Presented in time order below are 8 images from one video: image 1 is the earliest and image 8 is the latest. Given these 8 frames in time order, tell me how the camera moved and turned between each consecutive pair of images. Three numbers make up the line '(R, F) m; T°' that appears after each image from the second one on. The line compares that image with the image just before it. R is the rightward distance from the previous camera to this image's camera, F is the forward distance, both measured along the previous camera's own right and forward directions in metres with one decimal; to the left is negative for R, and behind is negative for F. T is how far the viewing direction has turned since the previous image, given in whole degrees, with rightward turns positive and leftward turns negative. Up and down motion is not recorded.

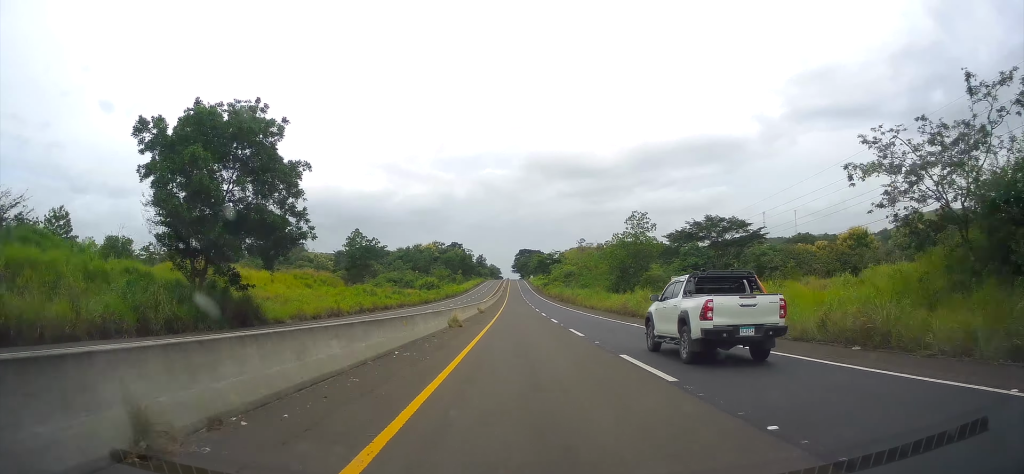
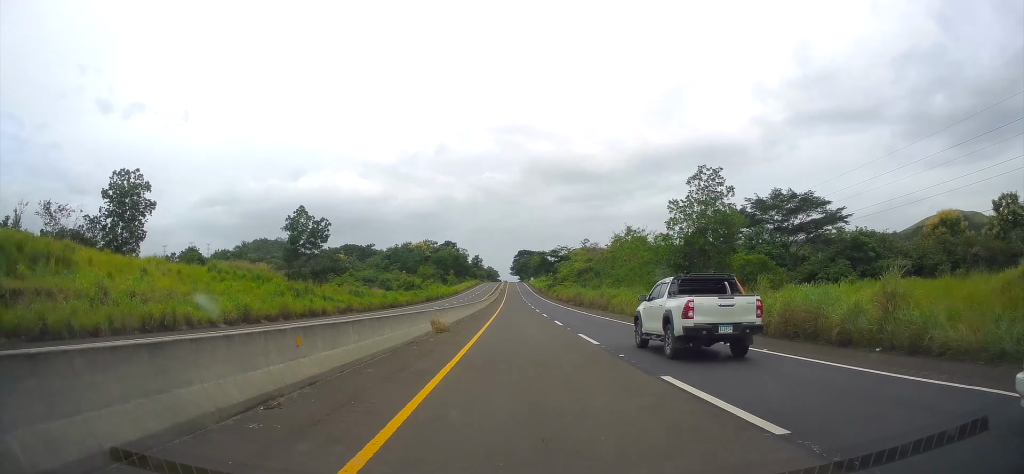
(+0.4, +28.5) m; 0°
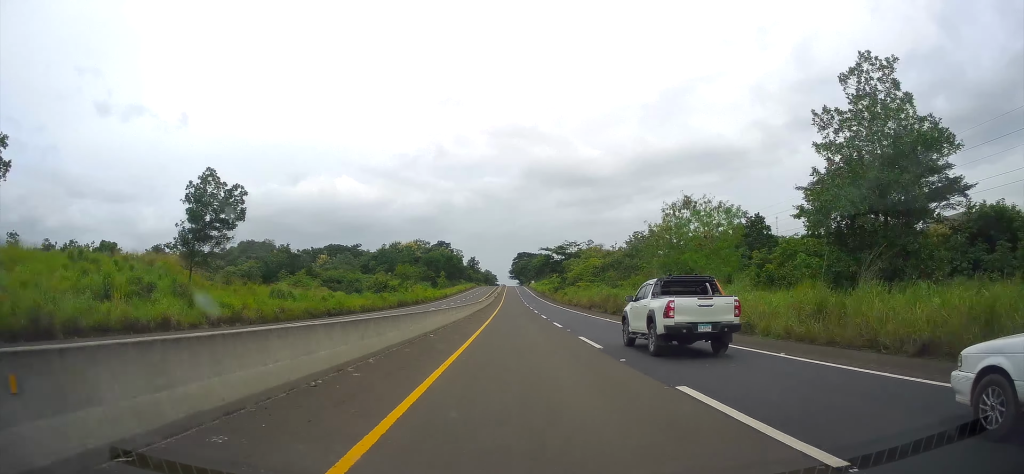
(0.0, +25.5) m; 0°
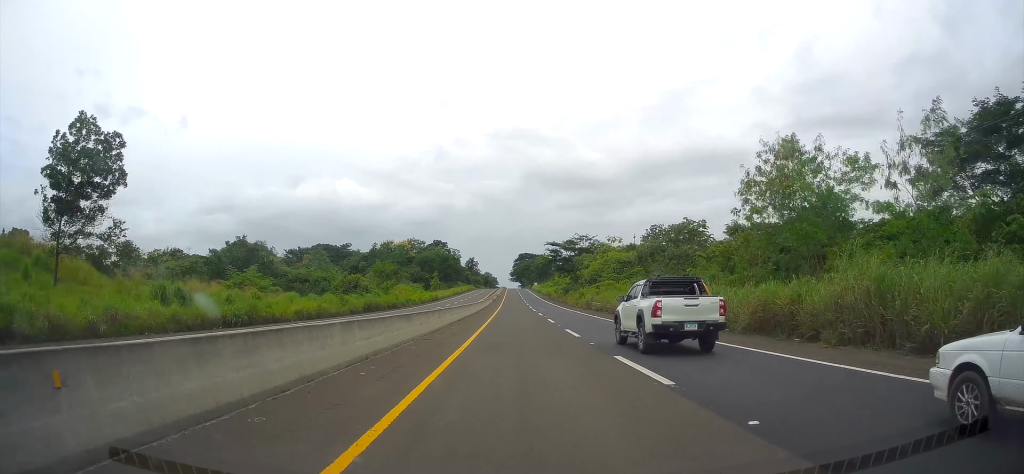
(-0.3, +19.3) m; -1°
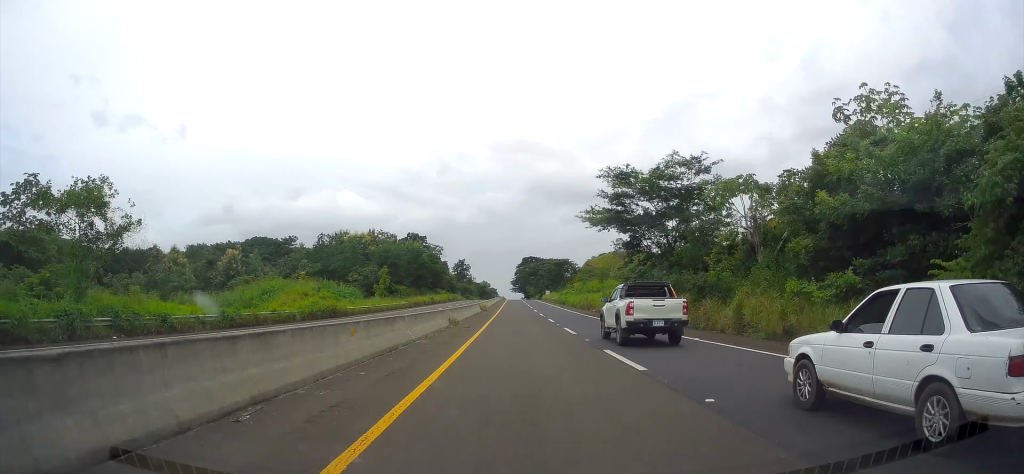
(-0.3, +71.3) m; 0°
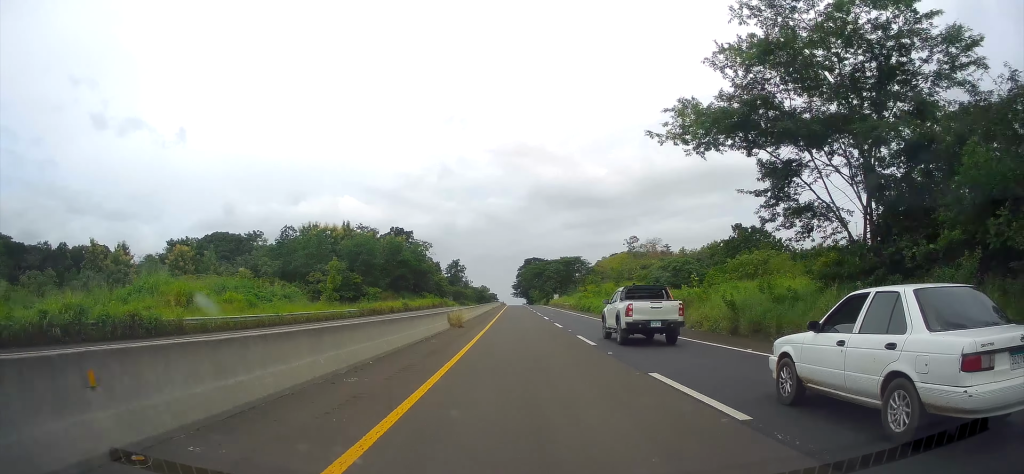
(+0.2, +29.4) m; 0°
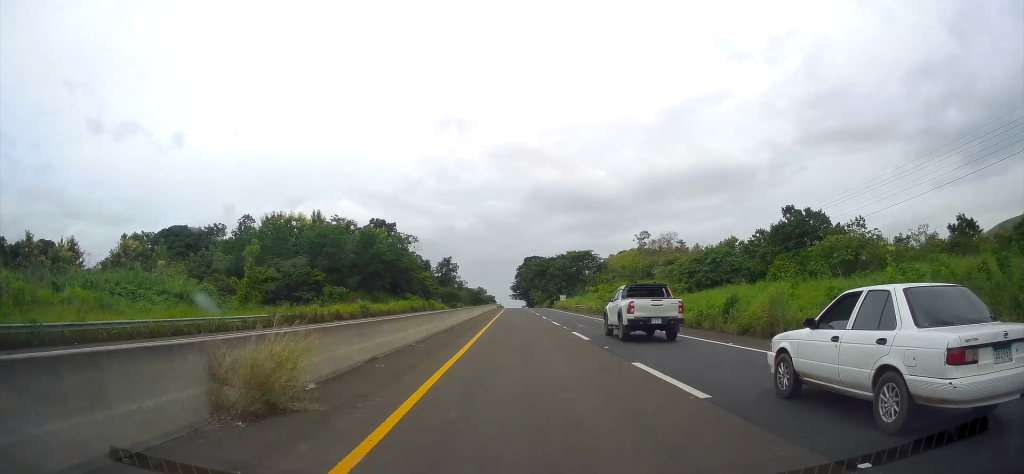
(+0.4, +22.9) m; 0°
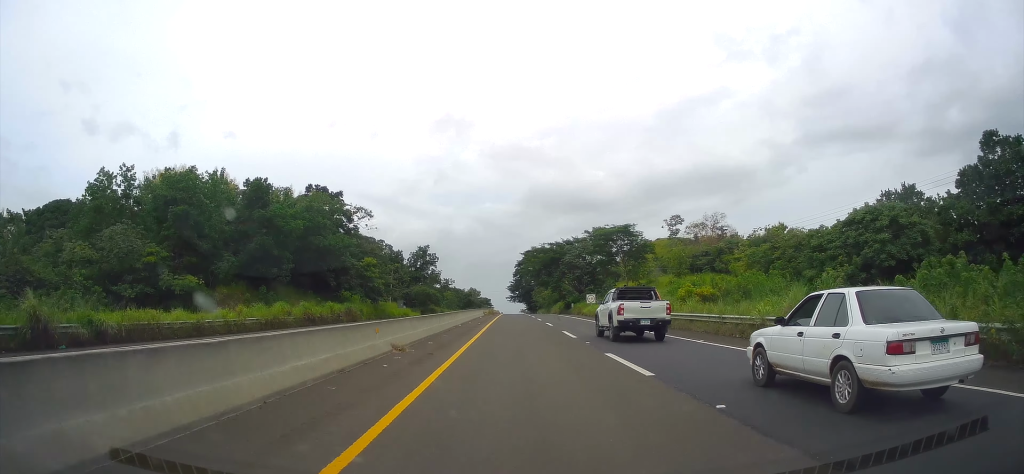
(-0.8, +46.0) m; 0°
